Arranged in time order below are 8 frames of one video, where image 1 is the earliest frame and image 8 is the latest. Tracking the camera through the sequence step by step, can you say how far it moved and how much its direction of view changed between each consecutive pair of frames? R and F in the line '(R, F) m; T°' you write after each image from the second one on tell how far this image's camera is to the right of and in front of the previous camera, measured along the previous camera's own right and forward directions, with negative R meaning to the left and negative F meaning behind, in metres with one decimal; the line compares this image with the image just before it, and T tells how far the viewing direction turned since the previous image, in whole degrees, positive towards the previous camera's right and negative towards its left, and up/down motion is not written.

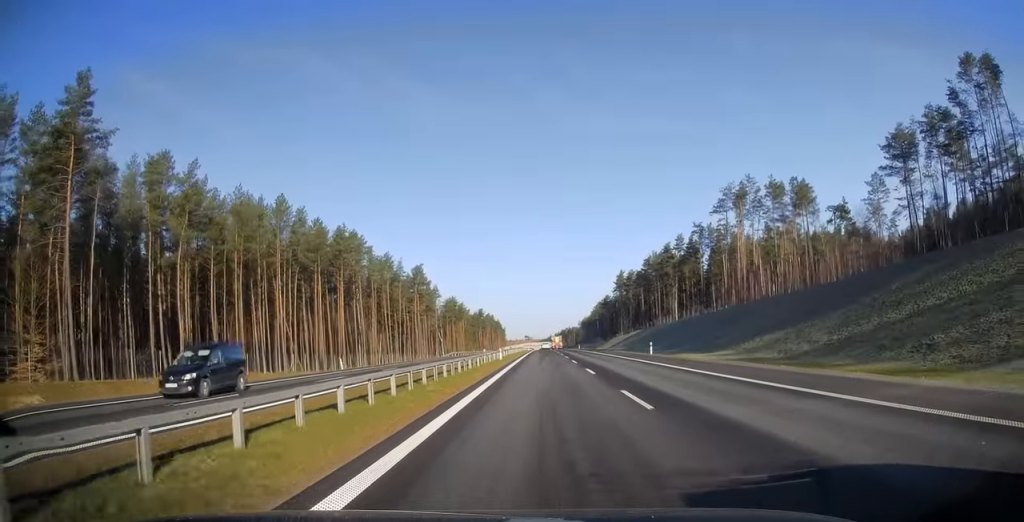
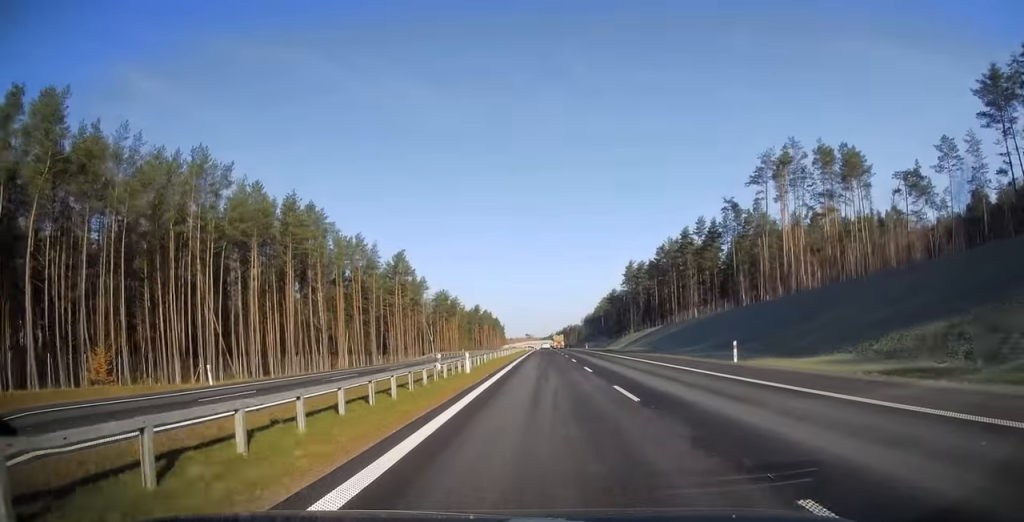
(+0.2, +22.5) m; 0°
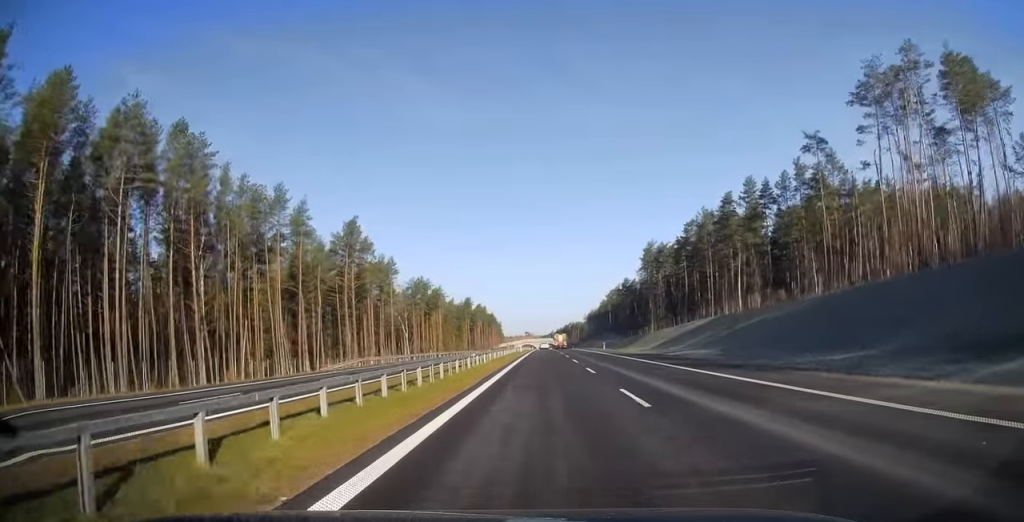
(0.0, +37.1) m; -1°
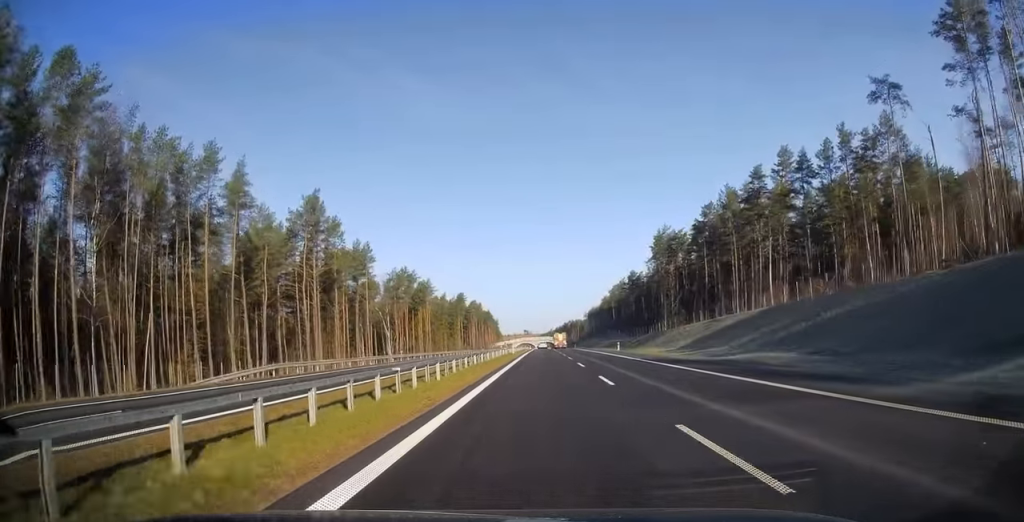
(-0.2, +18.5) m; 0°
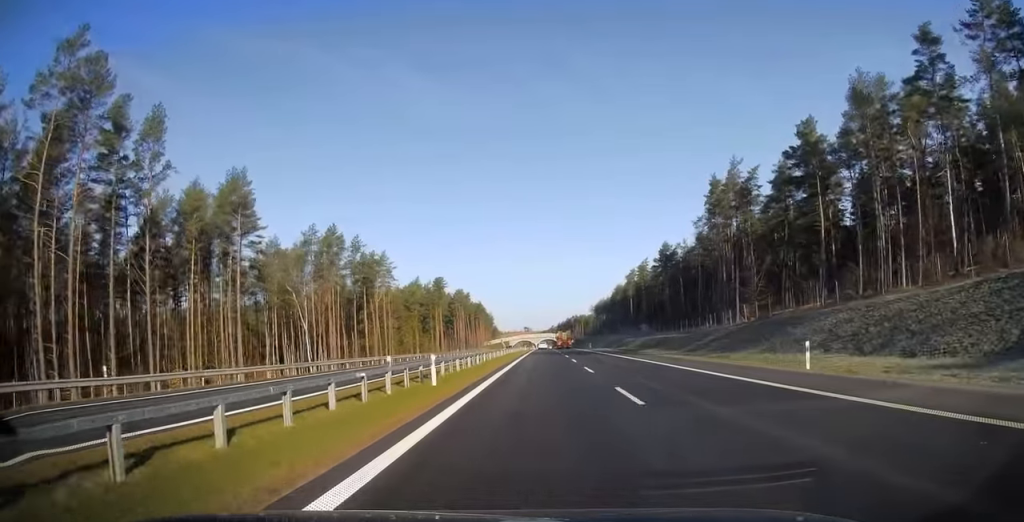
(+0.2, +52.9) m; +1°
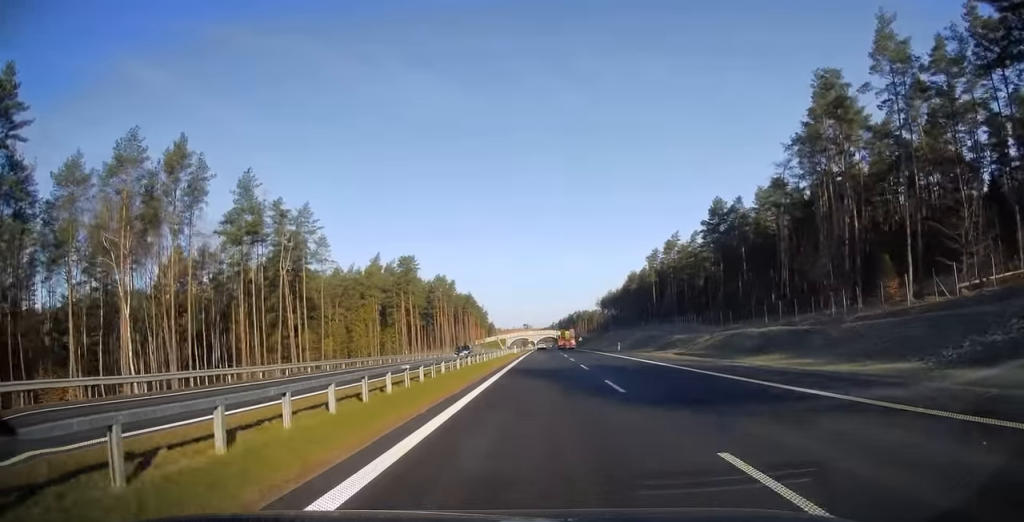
(-0.3, +45.1) m; -1°
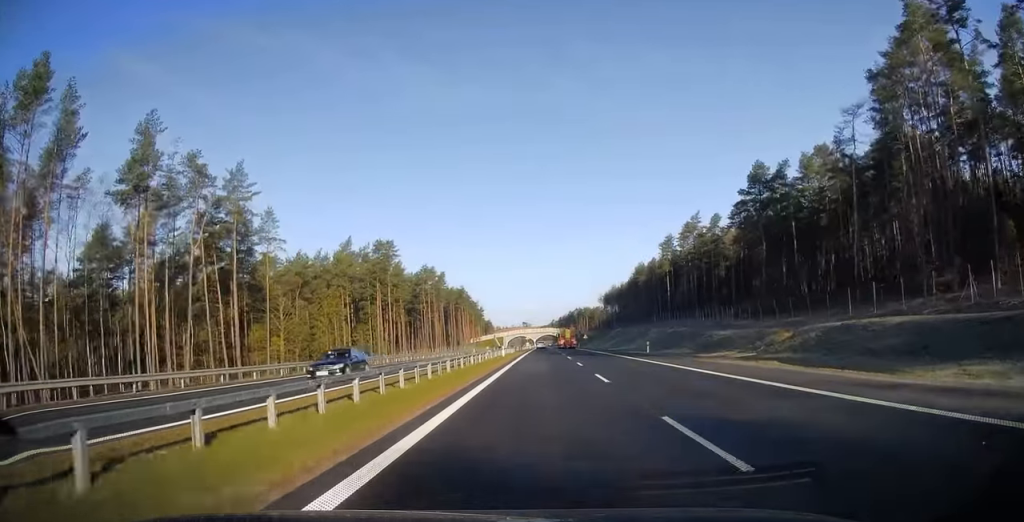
(-0.2, +20.8) m; 0°
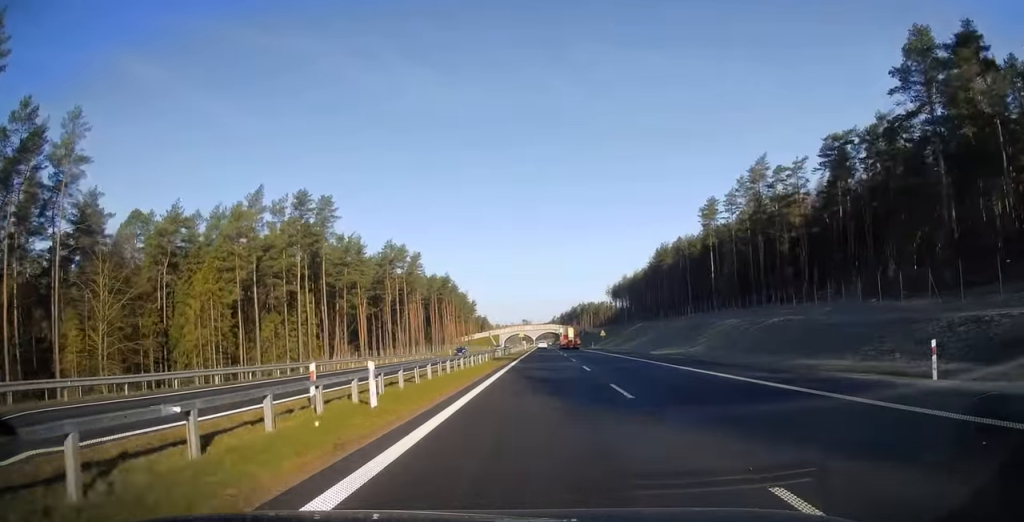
(+0.4, +40.6) m; +1°
